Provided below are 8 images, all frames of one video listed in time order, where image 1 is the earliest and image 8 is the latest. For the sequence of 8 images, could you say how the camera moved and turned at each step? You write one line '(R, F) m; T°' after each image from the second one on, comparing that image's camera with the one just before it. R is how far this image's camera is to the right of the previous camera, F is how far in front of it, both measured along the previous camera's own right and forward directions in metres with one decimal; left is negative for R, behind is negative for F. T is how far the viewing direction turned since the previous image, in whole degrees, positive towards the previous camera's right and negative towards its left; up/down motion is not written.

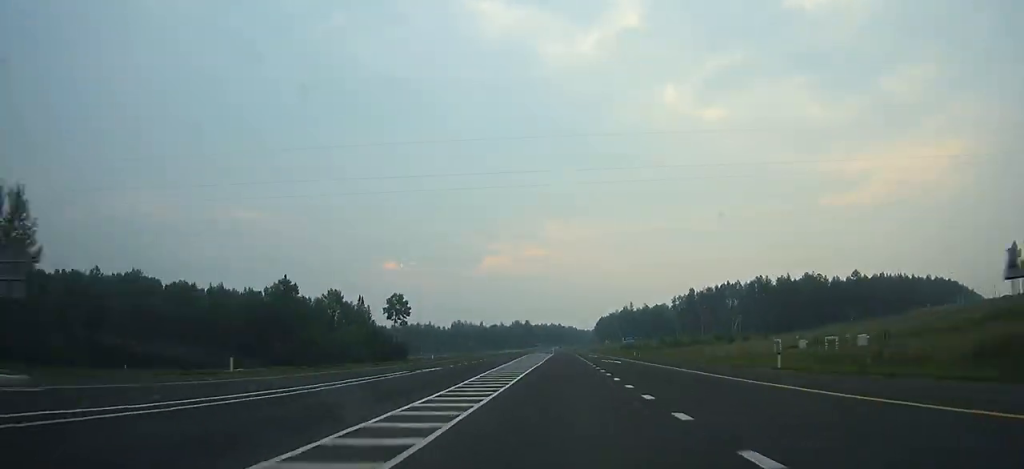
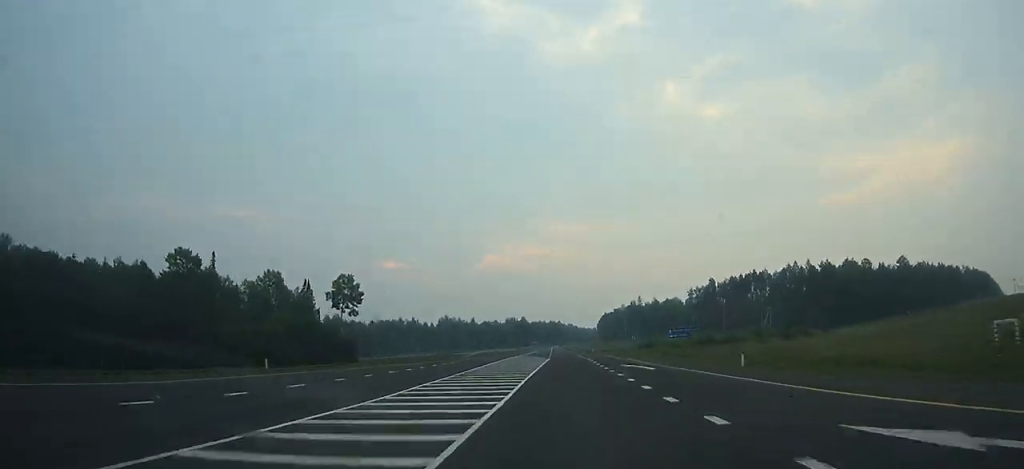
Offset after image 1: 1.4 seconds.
(0.0, +43.2) m; 0°
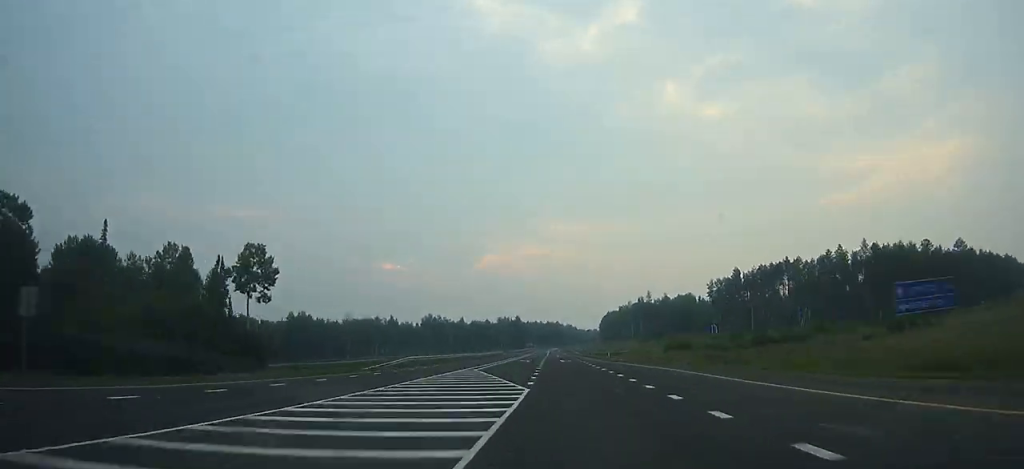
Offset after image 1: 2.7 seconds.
(0.0, +40.2) m; 0°
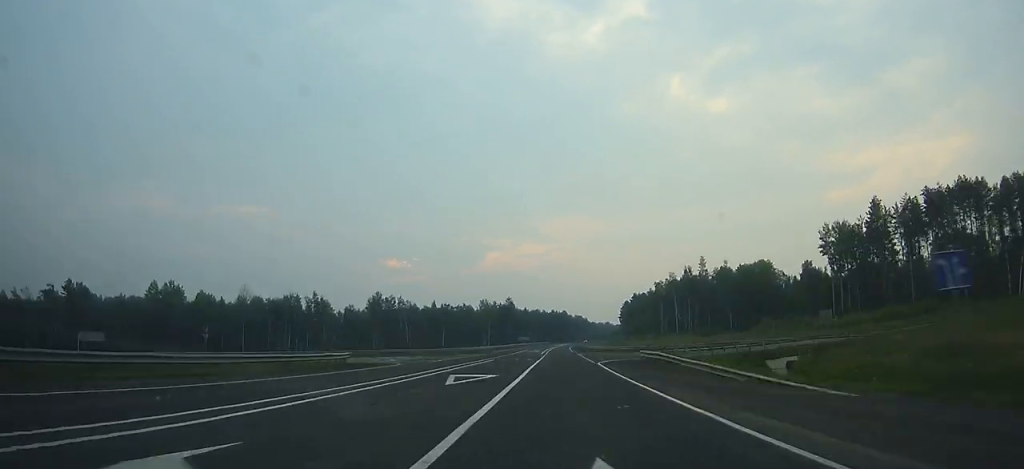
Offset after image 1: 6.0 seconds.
(+0.1, +108.0) m; 0°
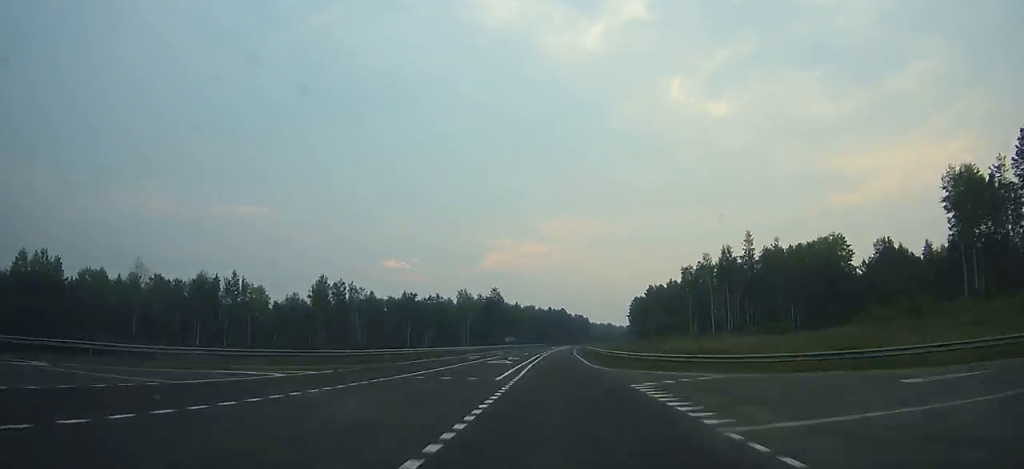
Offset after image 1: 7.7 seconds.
(+0.1, +56.0) m; 0°
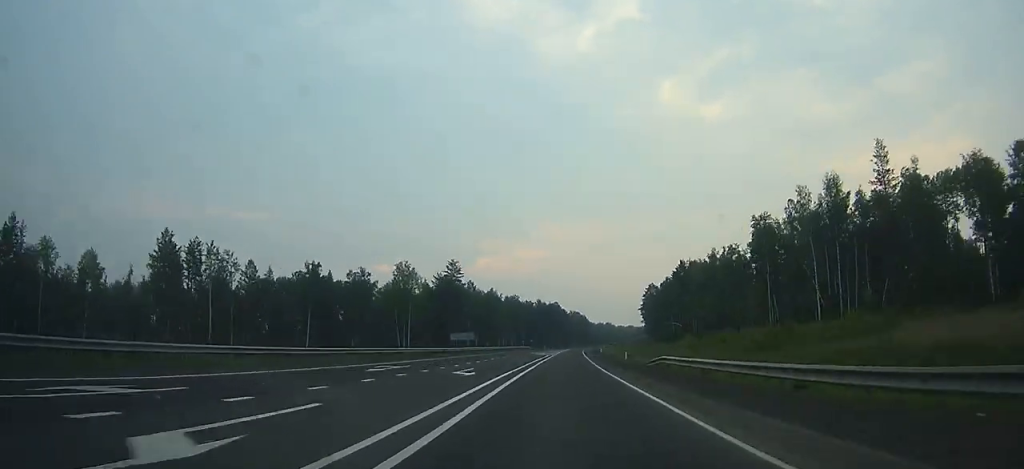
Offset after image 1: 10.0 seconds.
(+0.3, +75.1) m; +1°
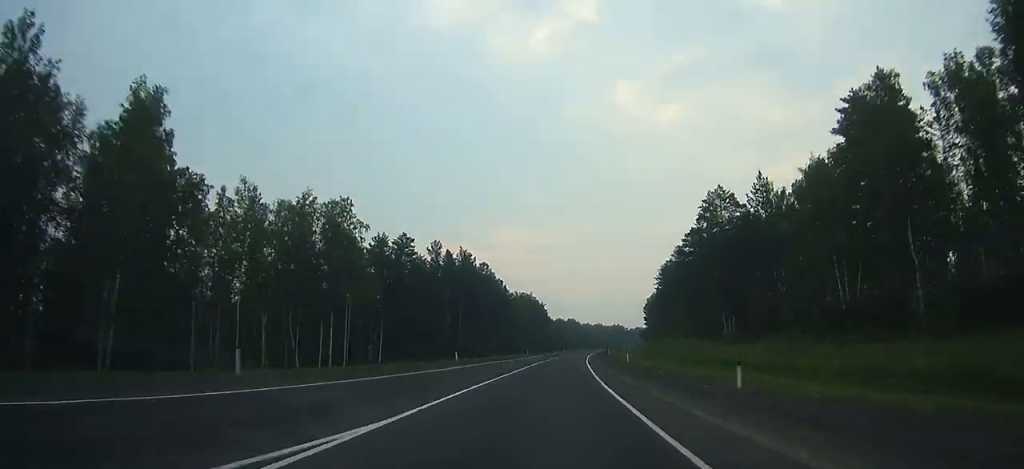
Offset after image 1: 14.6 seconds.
(+4.7, +145.6) m; +5°
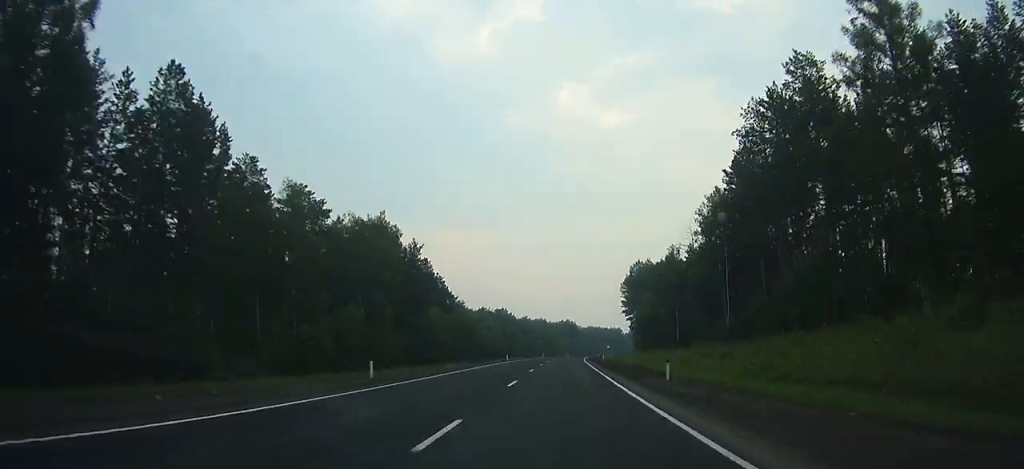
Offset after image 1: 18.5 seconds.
(+5.5, +122.1) m; +5°
